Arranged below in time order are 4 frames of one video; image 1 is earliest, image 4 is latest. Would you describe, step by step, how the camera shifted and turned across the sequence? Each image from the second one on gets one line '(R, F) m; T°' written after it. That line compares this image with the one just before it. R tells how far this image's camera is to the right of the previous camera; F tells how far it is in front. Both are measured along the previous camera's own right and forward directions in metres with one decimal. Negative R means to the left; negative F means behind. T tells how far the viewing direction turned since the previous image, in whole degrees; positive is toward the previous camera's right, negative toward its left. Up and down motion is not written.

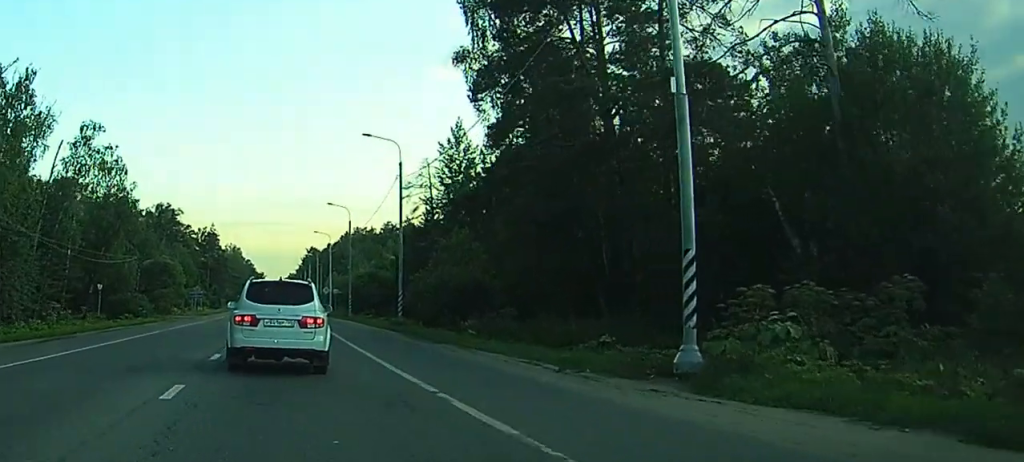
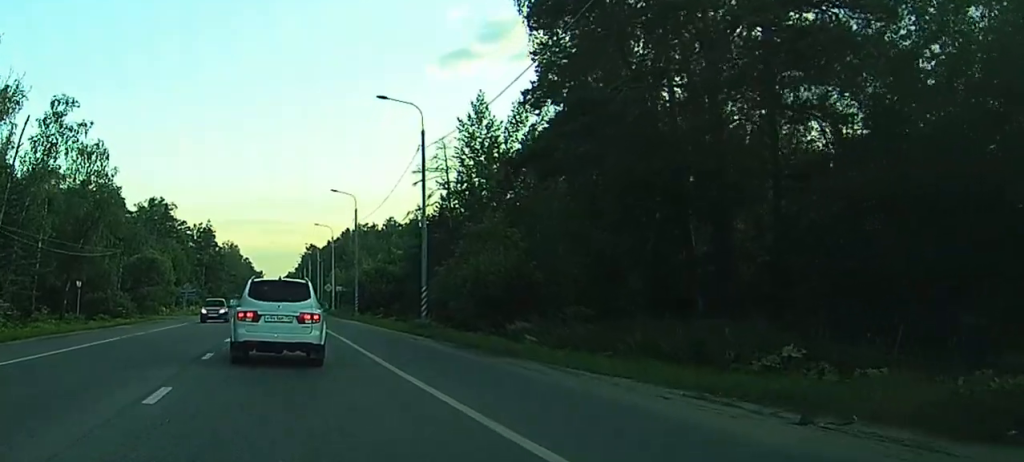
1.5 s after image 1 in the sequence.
(-0.5, +7.4) m; -5°
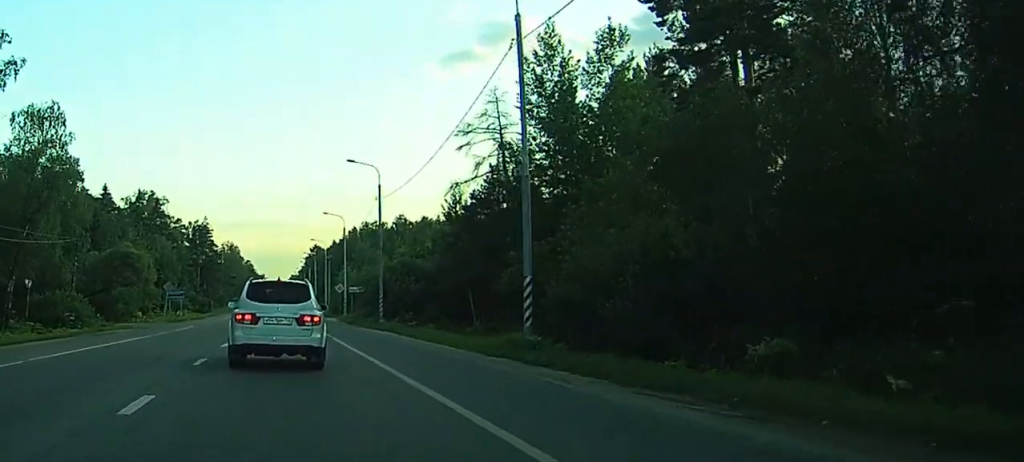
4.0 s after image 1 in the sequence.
(-0.1, +15.2) m; +2°
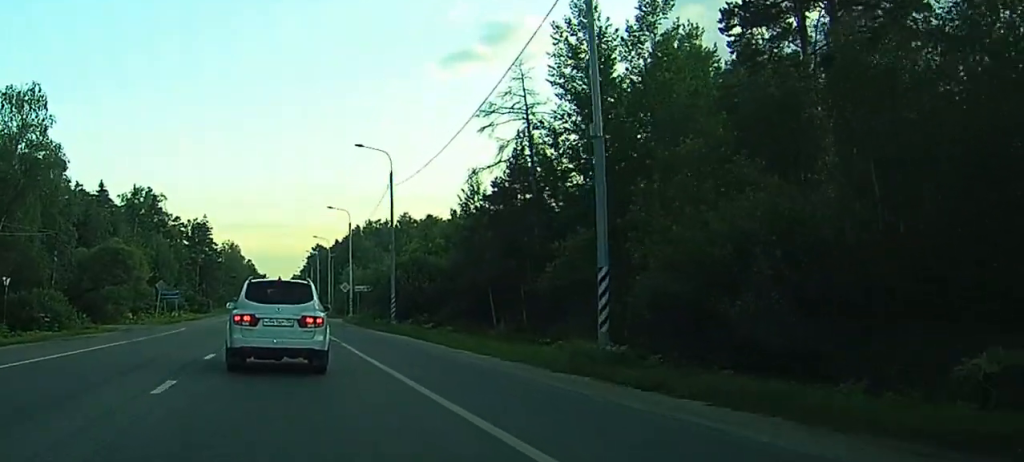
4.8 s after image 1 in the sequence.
(+0.2, +5.3) m; +2°
